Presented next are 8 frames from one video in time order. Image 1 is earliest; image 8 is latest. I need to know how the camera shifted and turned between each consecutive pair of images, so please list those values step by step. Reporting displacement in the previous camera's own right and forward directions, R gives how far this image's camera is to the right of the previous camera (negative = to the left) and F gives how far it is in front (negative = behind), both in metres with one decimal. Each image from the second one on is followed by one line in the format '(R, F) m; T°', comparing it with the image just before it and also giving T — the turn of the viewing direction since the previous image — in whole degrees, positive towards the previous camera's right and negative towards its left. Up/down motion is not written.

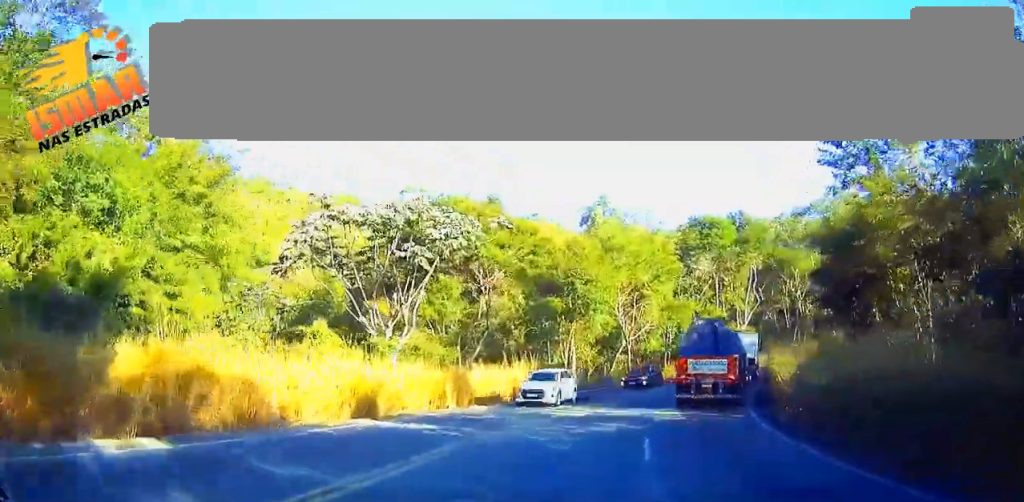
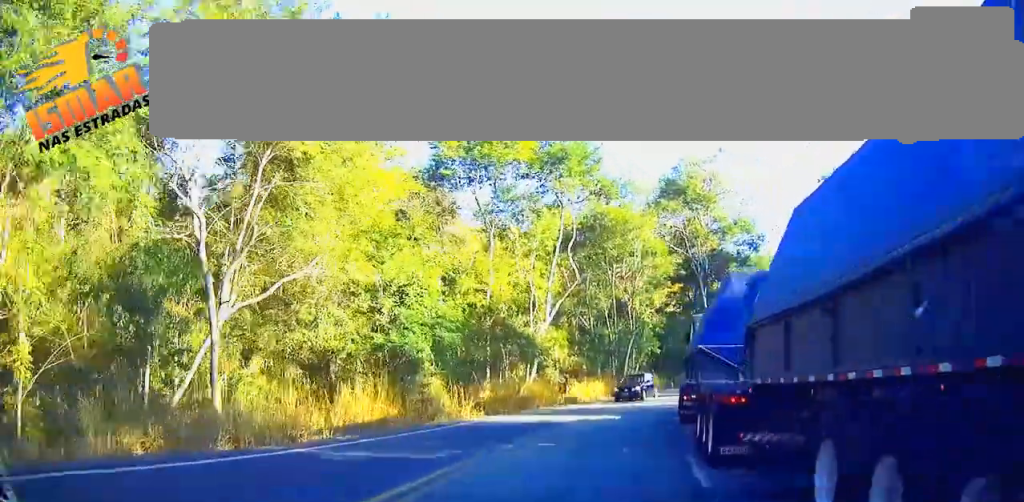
(+9.2, +43.5) m; +27°
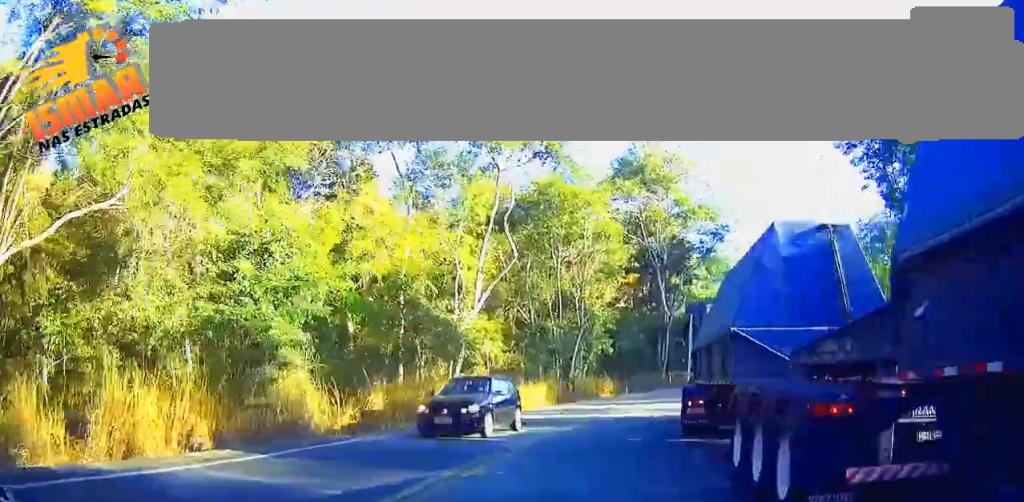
(+0.3, +9.0) m; +9°
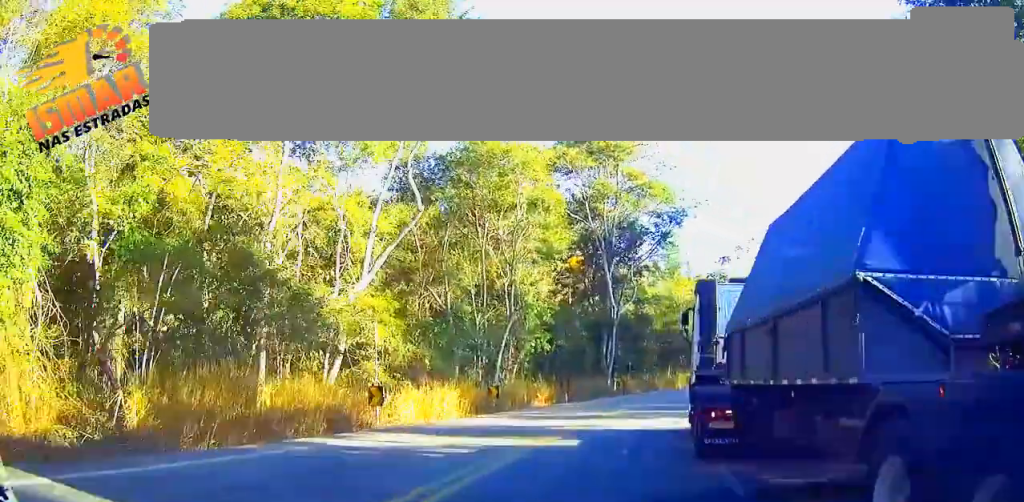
(+1.0, +9.8) m; +9°
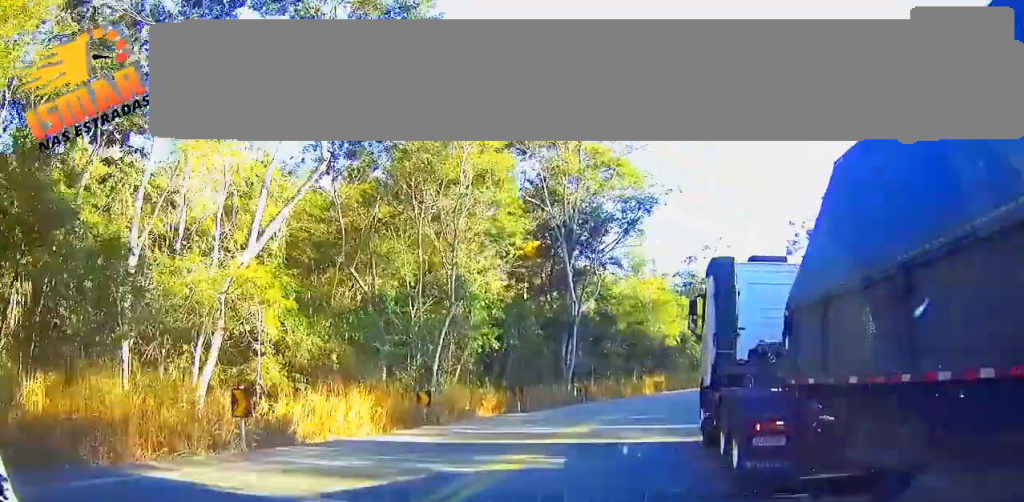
(+0.9, +6.9) m; +6°
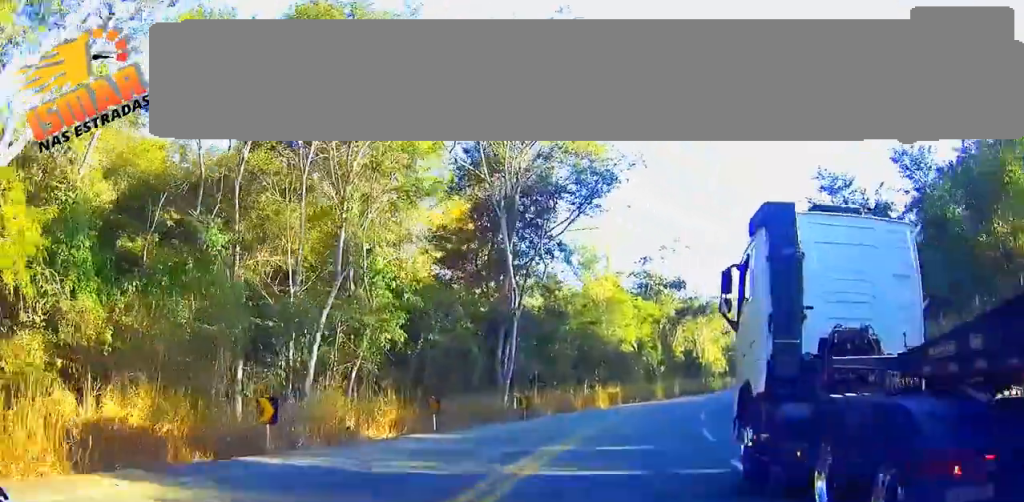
(+0.2, +9.3) m; +1°
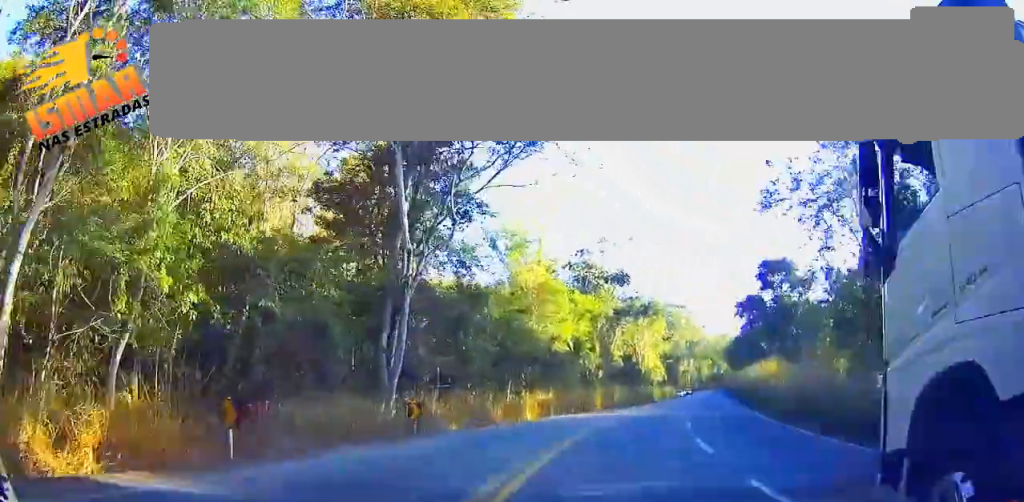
(0.0, +11.0) m; 0°
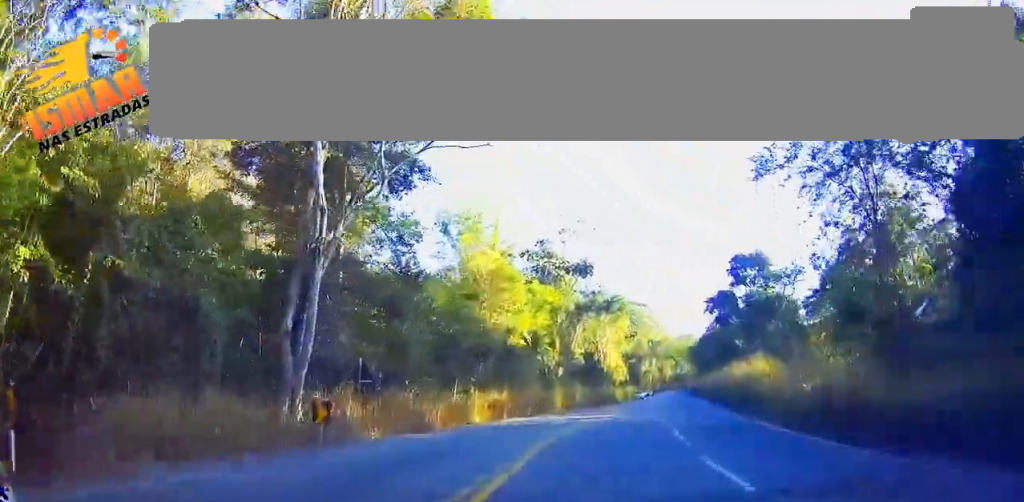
(0.0, +5.4) m; 0°
